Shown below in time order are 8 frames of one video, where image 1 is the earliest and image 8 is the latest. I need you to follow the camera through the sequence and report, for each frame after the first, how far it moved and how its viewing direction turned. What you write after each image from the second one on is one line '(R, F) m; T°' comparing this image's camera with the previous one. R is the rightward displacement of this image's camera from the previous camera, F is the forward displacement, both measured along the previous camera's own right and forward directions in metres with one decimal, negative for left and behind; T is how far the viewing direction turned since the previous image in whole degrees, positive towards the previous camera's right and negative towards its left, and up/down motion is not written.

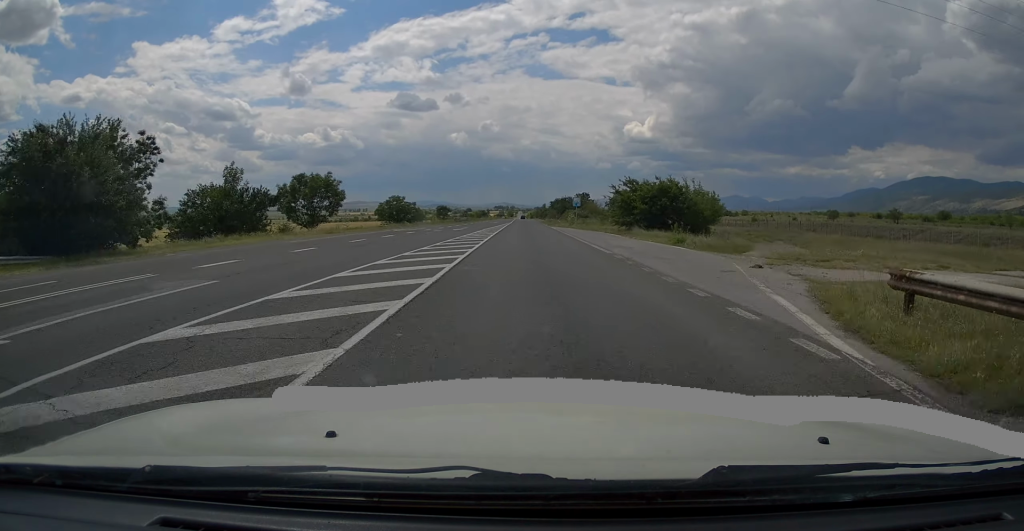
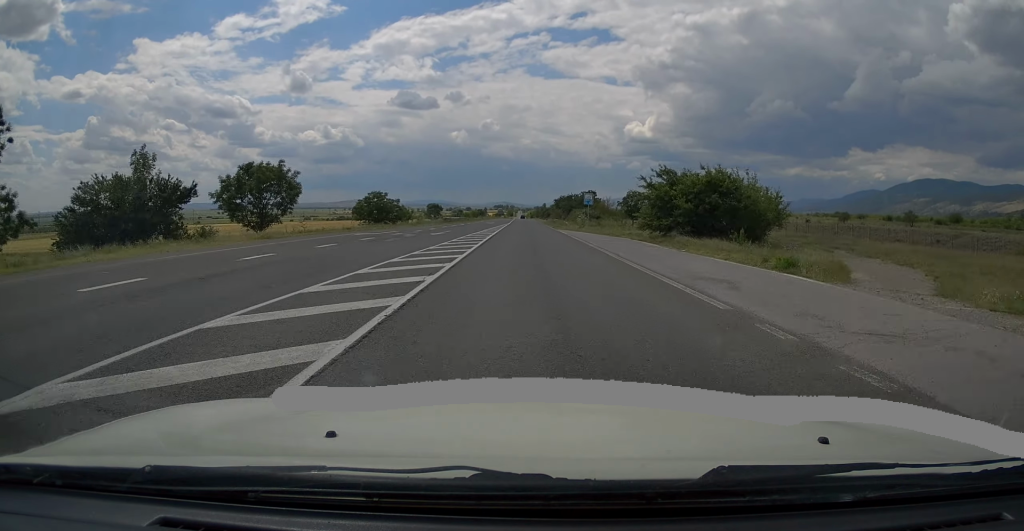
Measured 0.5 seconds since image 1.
(0.0, +10.7) m; +1°
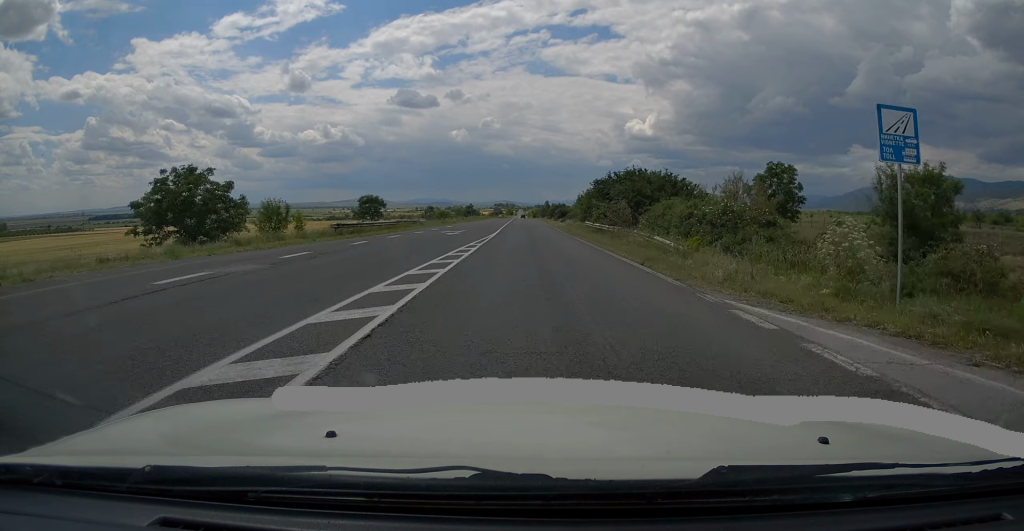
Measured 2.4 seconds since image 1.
(0.0, +40.8) m; 0°
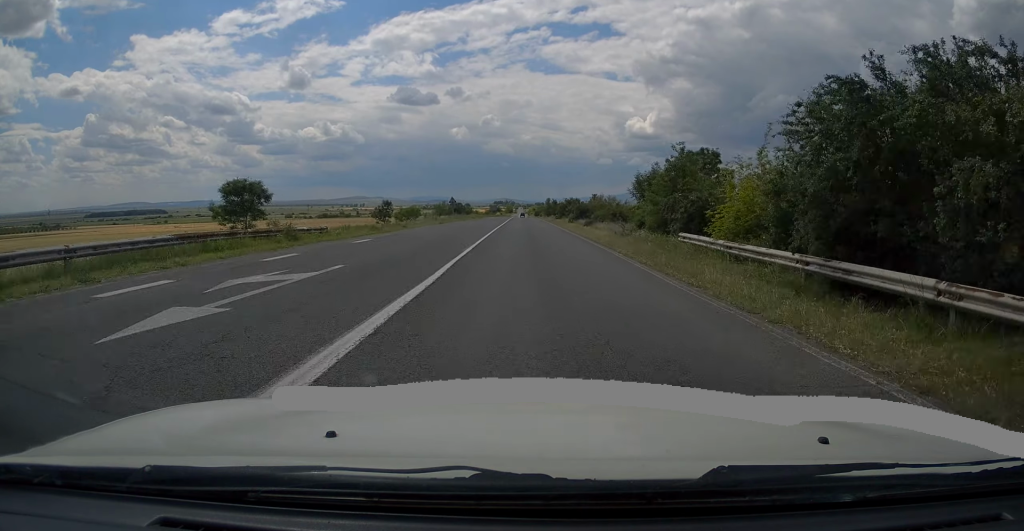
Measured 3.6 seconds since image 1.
(+0.4, +26.2) m; 0°
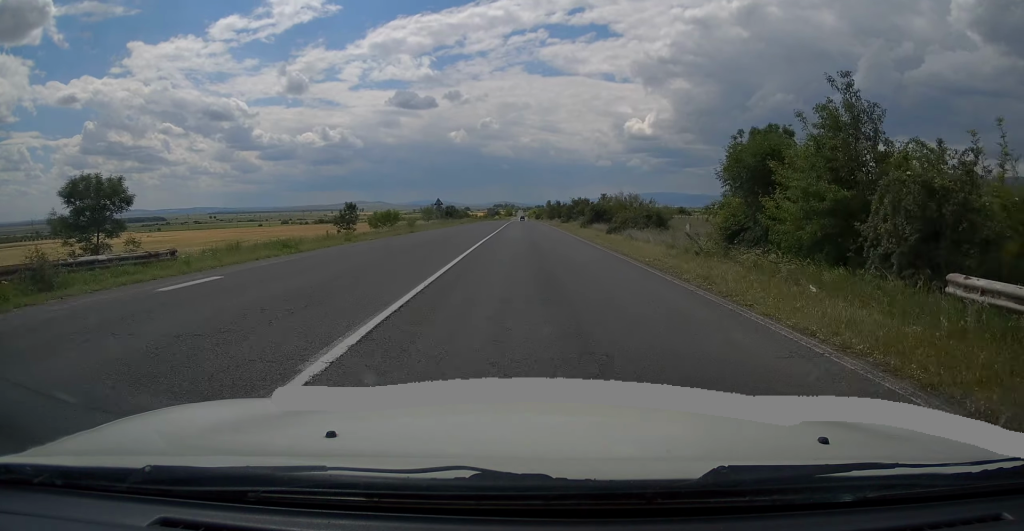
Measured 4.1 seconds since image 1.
(-0.2, +11.7) m; 0°
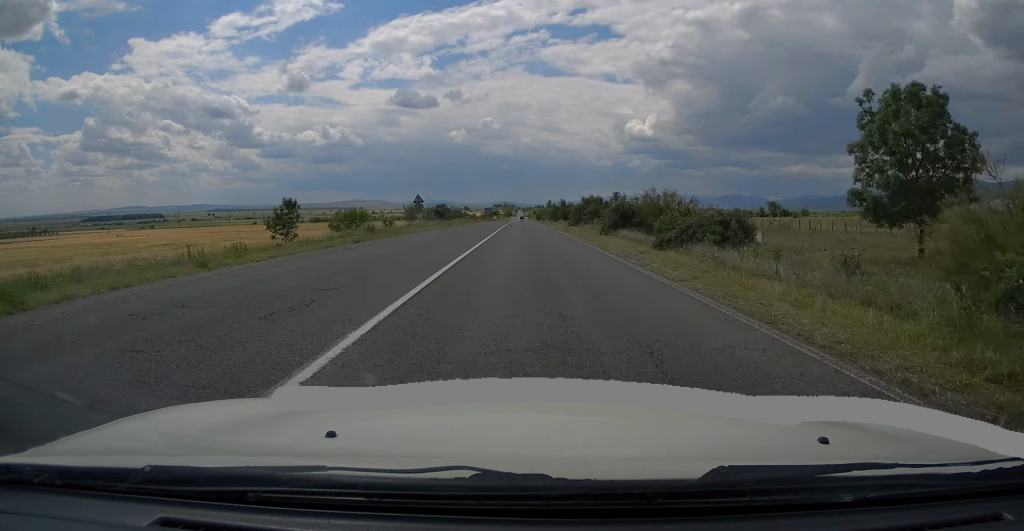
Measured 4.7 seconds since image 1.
(0.0, +11.7) m; 0°
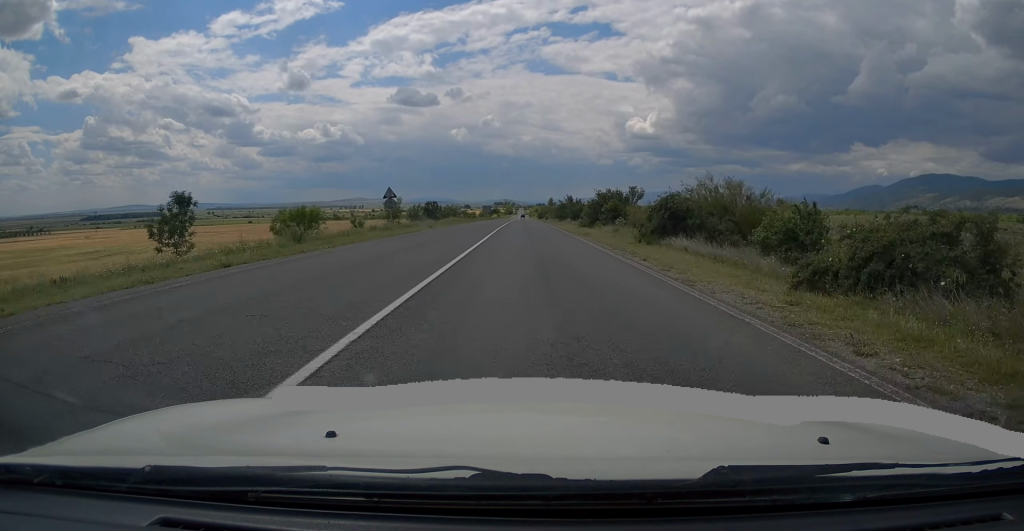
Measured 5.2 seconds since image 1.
(+0.2, +11.0) m; 0°
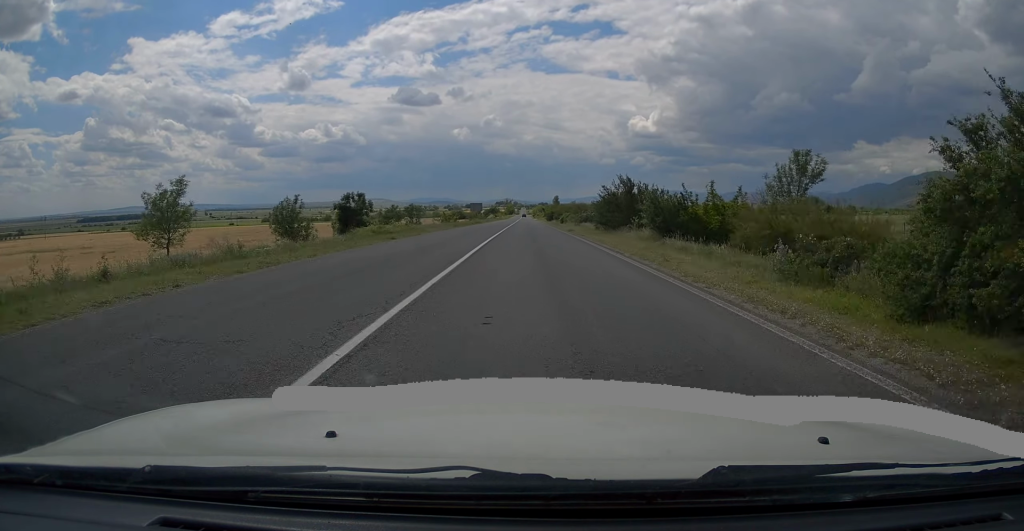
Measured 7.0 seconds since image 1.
(0.0, +40.2) m; 0°
